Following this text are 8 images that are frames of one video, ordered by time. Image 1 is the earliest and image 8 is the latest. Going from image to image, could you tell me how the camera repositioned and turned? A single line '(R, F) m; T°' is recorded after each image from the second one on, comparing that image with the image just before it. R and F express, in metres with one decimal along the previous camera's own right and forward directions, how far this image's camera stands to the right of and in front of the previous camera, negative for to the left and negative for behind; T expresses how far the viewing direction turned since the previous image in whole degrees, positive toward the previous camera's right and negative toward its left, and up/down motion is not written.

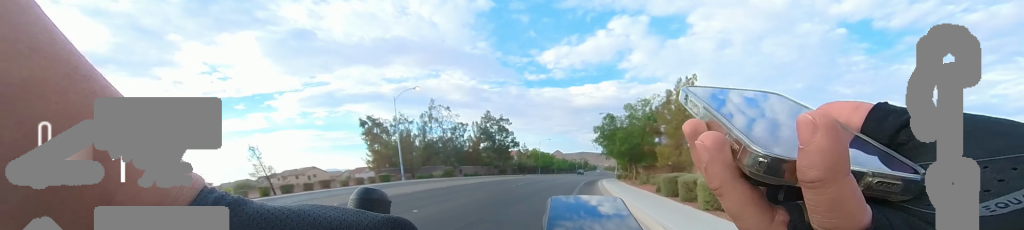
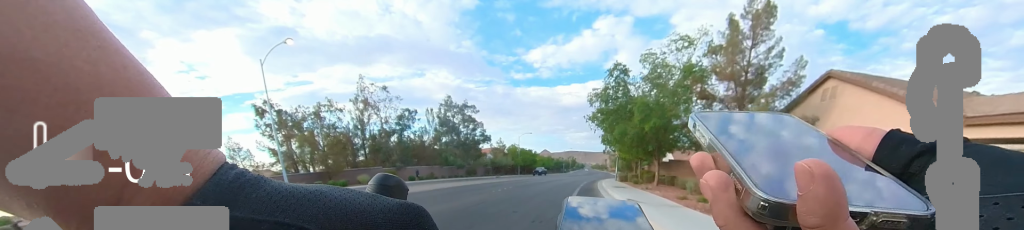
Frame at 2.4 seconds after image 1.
(0.0, +12.6) m; 0°
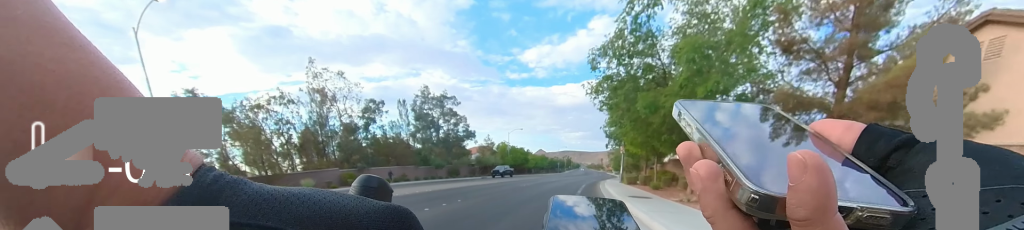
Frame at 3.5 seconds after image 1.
(0.0, +6.2) m; 0°
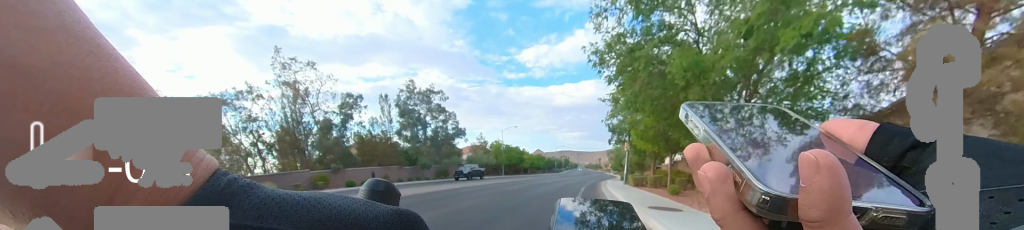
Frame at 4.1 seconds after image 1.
(0.0, +3.4) m; 0°
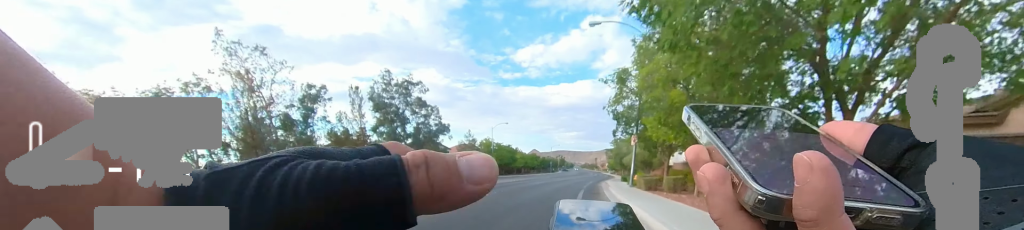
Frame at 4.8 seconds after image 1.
(0.0, +4.4) m; 0°
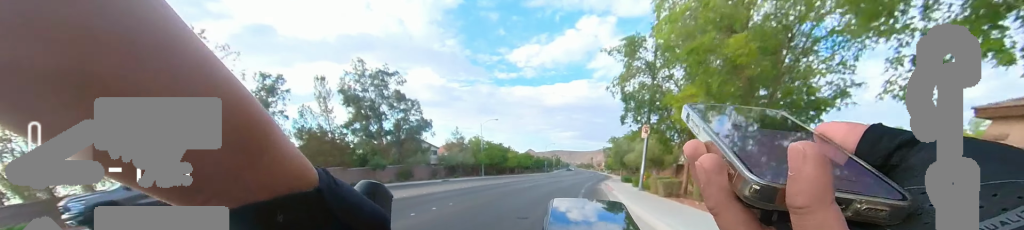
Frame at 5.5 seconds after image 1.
(0.0, +4.0) m; 0°
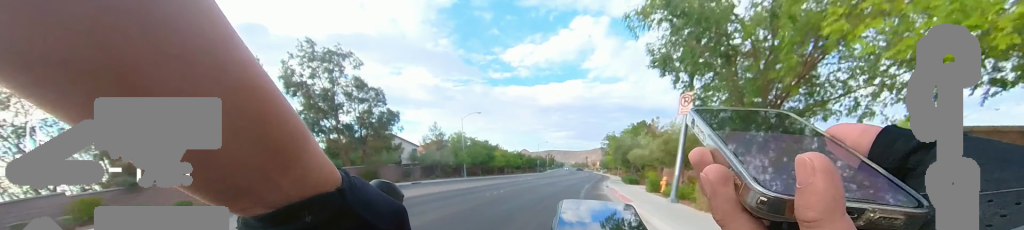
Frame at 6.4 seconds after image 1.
(0.0, +5.9) m; +1°
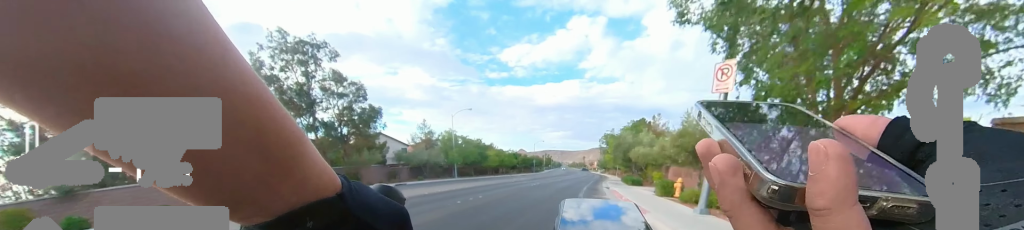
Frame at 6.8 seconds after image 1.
(0.0, +2.5) m; +2°
